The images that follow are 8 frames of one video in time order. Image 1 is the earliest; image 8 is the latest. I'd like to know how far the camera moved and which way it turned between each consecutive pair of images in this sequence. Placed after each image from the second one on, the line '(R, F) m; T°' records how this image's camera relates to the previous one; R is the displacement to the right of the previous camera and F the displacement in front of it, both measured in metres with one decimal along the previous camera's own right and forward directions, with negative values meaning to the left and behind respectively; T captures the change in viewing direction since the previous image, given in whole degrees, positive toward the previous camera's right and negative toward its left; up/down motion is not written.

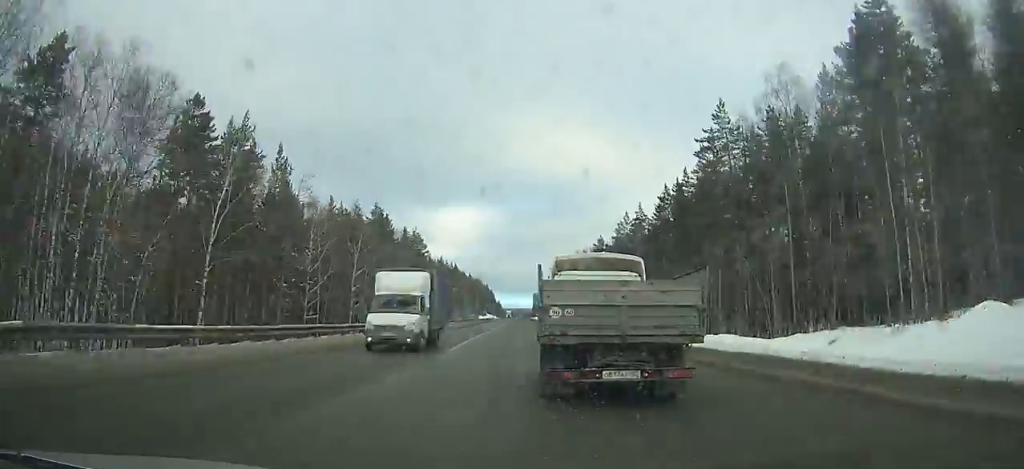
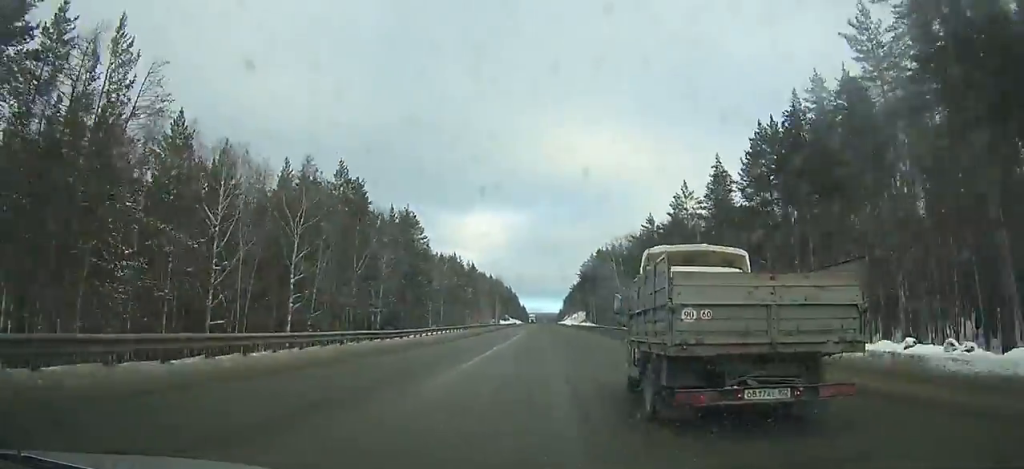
(-0.2, +32.2) m; 0°
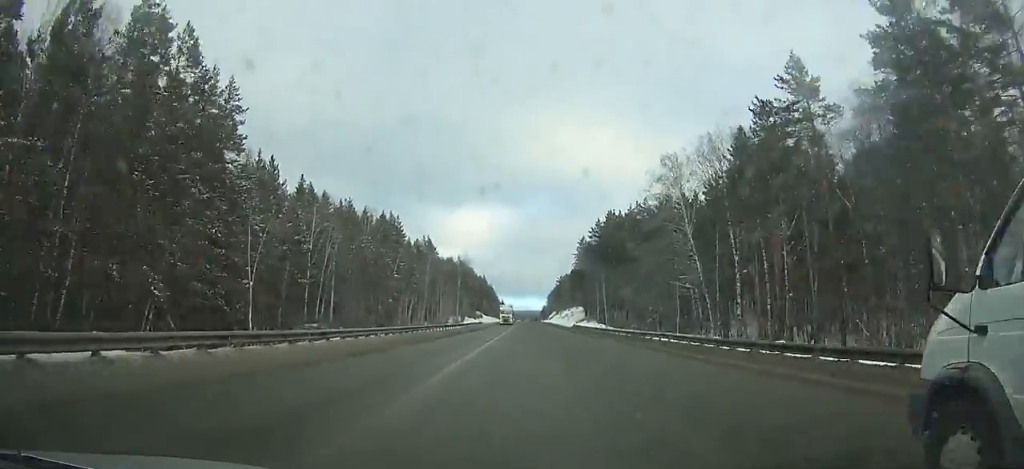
(+0.4, +66.0) m; +1°
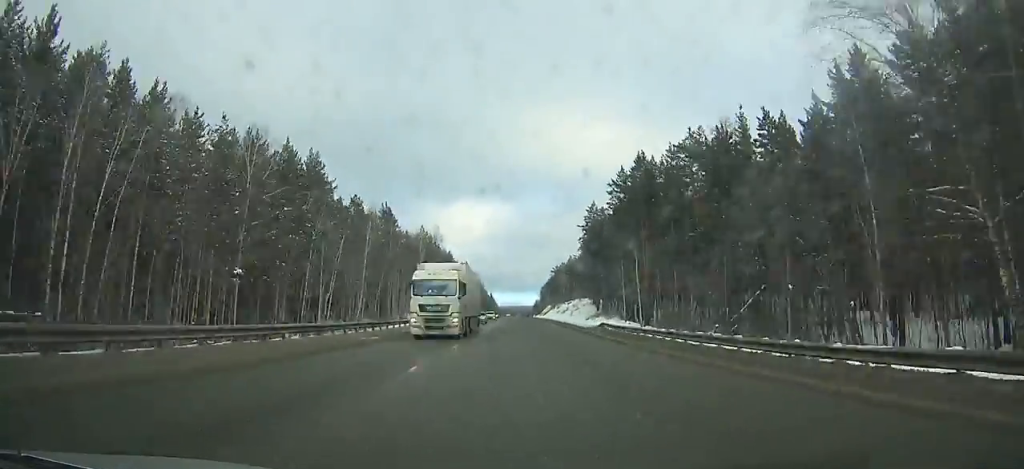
(+0.3, +42.1) m; 0°
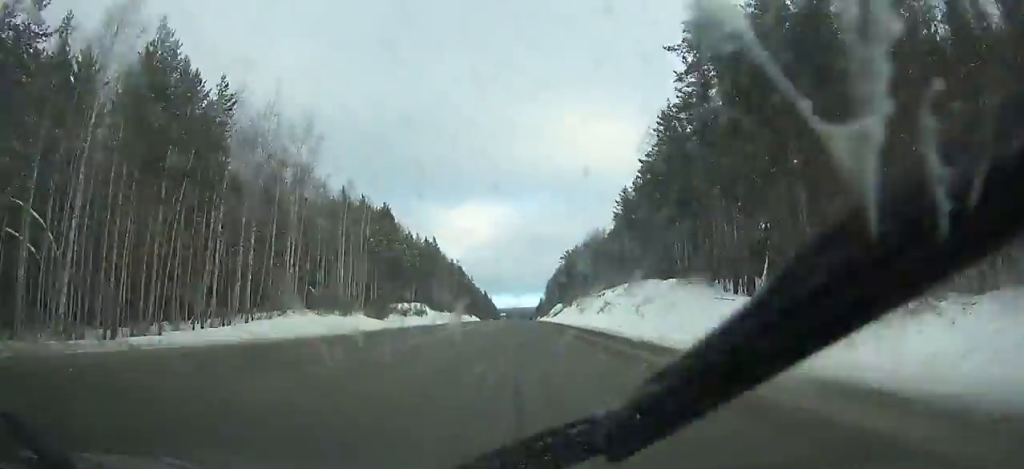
(+0.3, +78.9) m; 0°
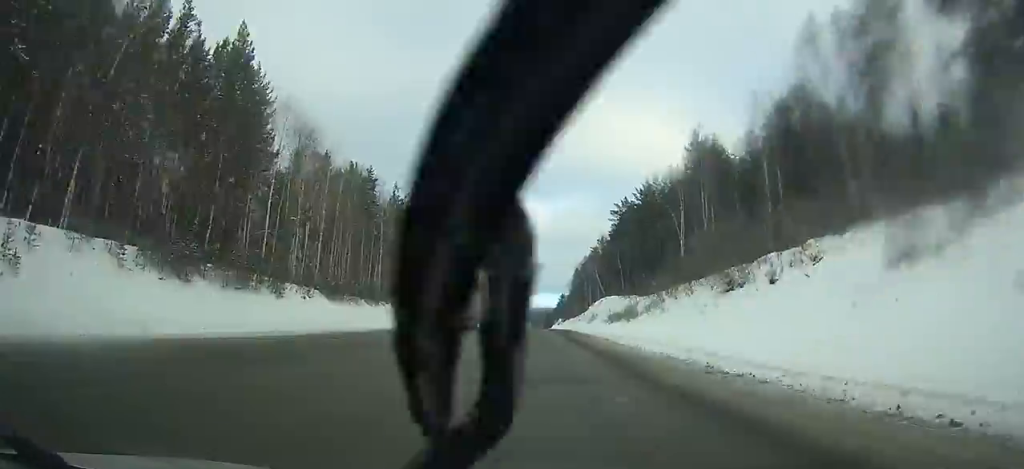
(-2.1, +110.5) m; -1°
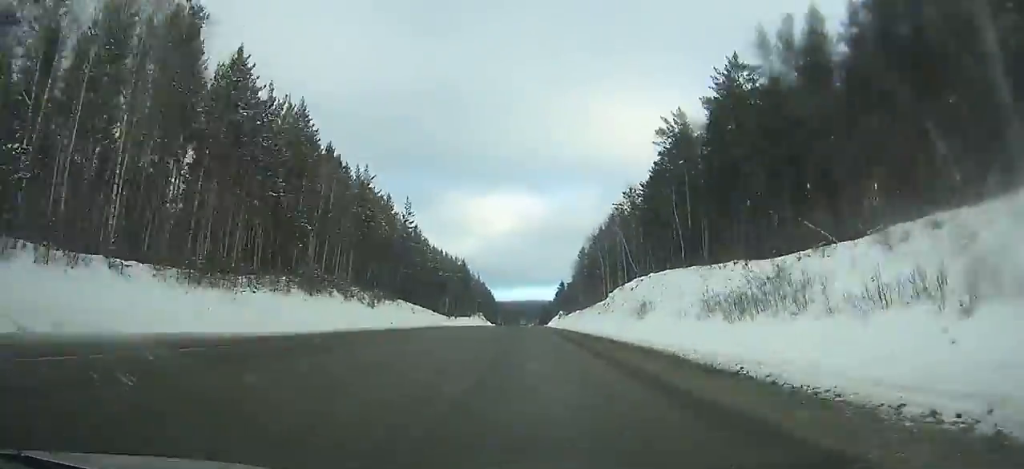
(-0.1, +55.3) m; 0°
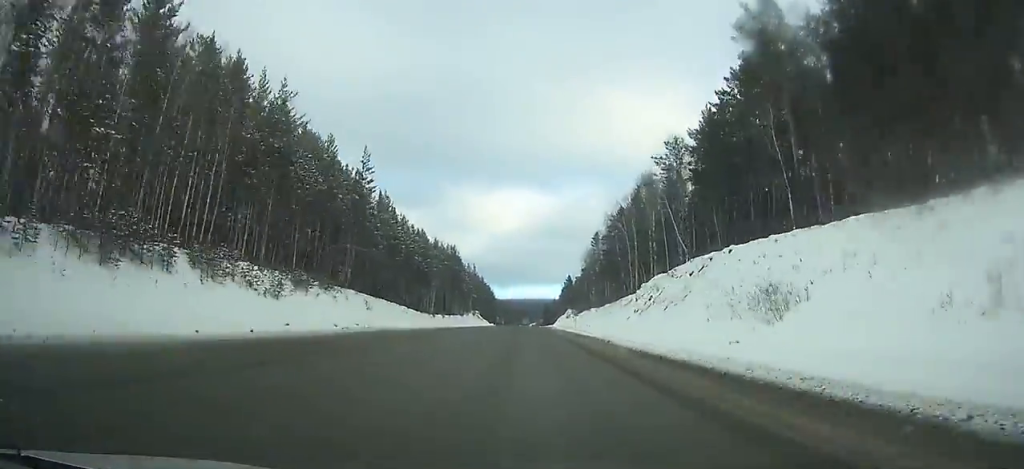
(+0.1, +31.5) m; 0°
